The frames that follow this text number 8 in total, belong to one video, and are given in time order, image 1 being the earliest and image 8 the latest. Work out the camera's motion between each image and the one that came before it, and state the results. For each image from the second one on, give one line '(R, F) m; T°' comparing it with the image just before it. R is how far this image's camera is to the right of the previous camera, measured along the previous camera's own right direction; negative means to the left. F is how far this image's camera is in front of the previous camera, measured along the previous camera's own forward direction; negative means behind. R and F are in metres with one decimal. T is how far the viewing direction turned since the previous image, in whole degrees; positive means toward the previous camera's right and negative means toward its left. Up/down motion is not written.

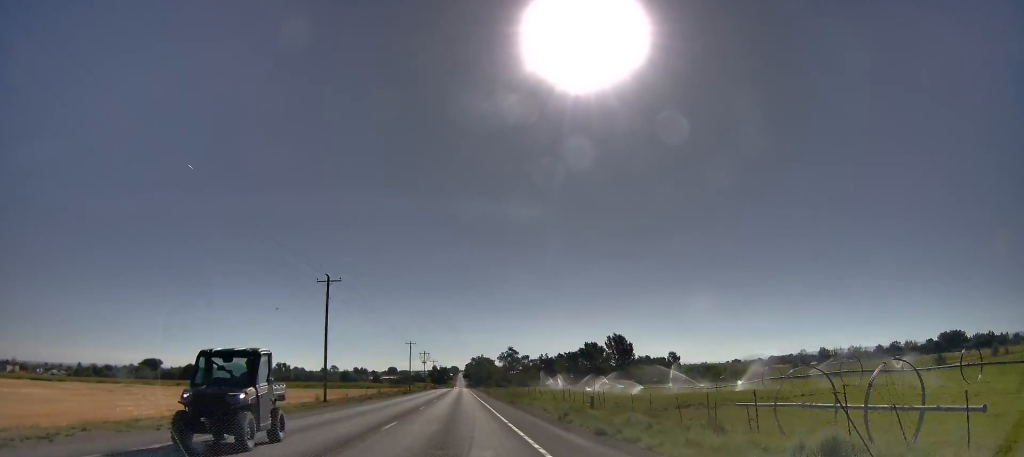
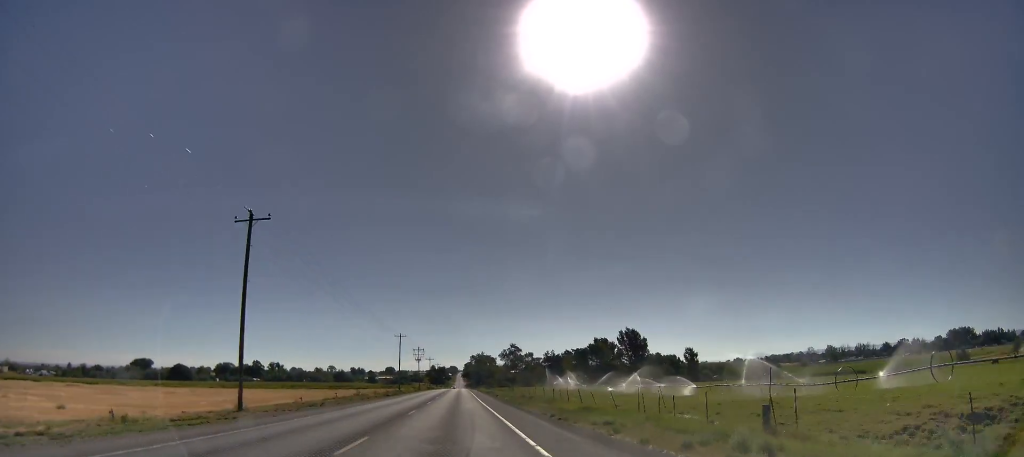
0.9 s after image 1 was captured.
(+0.2, +21.3) m; +1°
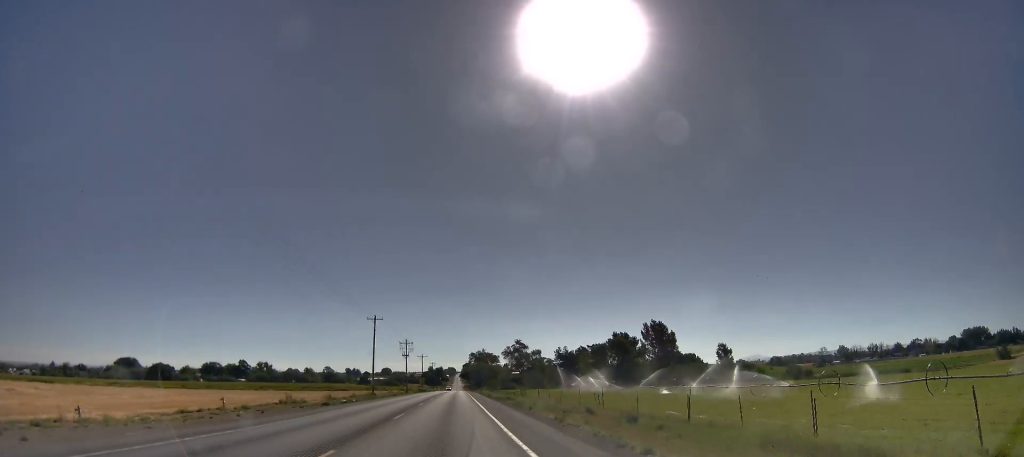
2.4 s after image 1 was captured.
(0.0, +33.1) m; 0°
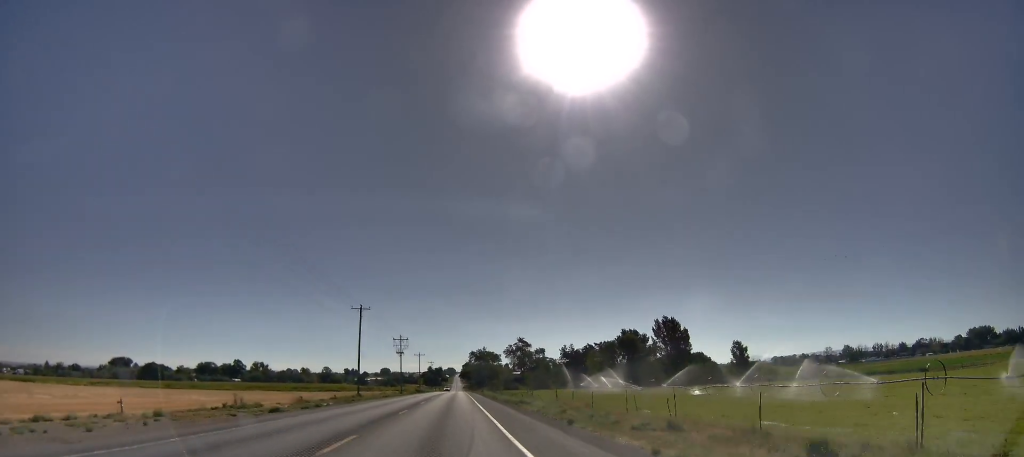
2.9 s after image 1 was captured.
(0.0, +12.1) m; 0°
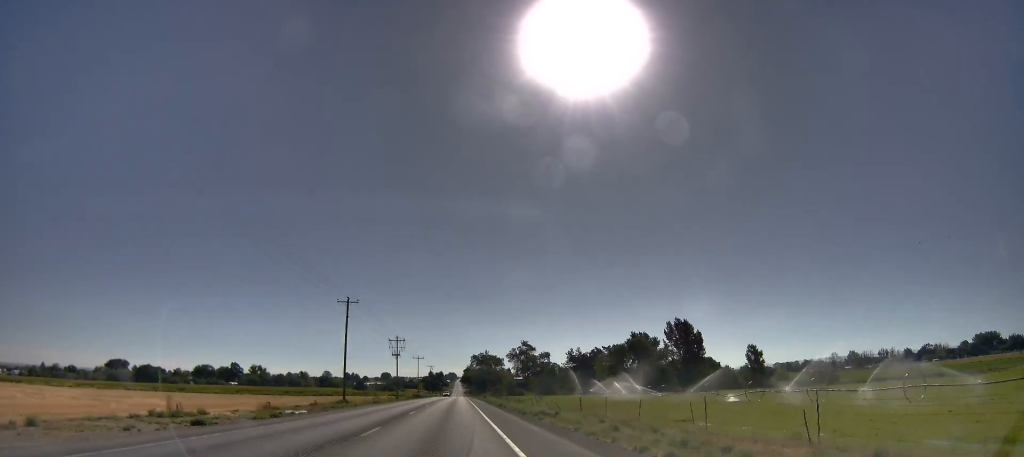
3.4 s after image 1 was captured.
(0.0, +9.8) m; 0°
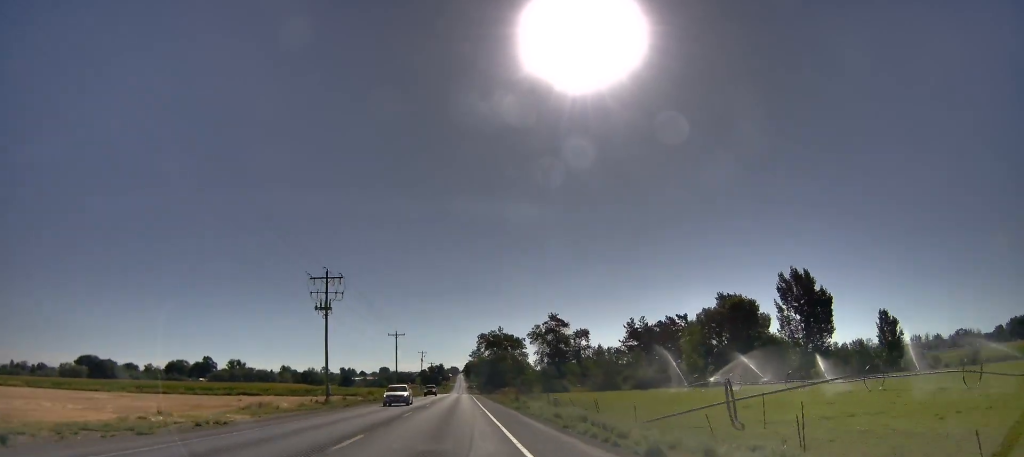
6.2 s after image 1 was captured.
(+0.2, +64.7) m; -1°
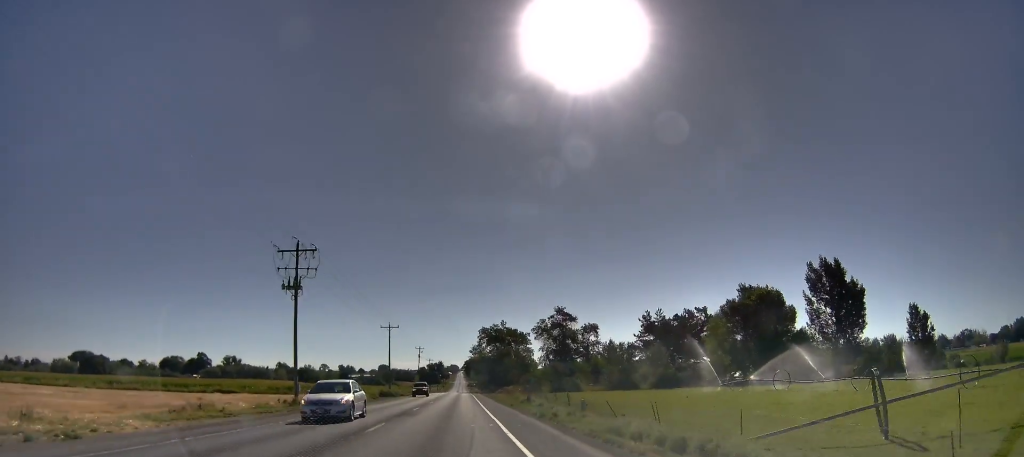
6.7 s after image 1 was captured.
(0.0, +10.5) m; 0°
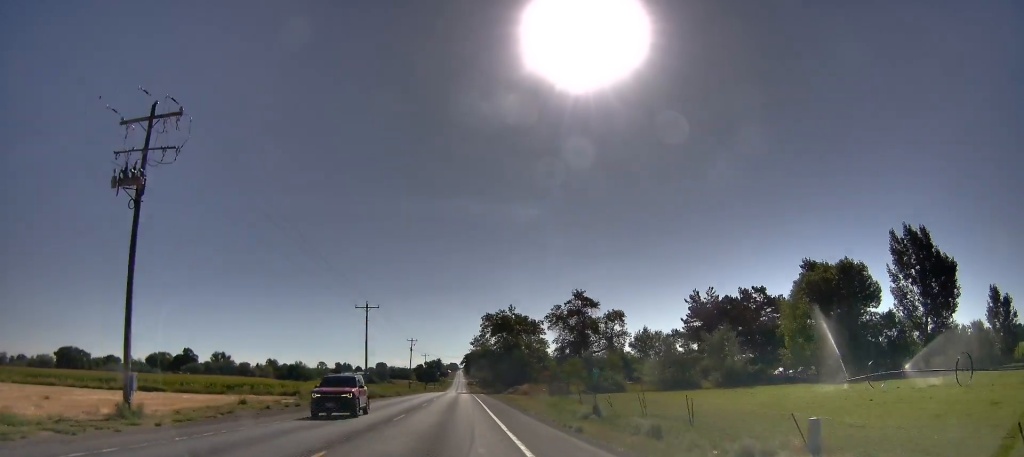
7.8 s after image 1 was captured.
(+0.4, +24.0) m; +1°
